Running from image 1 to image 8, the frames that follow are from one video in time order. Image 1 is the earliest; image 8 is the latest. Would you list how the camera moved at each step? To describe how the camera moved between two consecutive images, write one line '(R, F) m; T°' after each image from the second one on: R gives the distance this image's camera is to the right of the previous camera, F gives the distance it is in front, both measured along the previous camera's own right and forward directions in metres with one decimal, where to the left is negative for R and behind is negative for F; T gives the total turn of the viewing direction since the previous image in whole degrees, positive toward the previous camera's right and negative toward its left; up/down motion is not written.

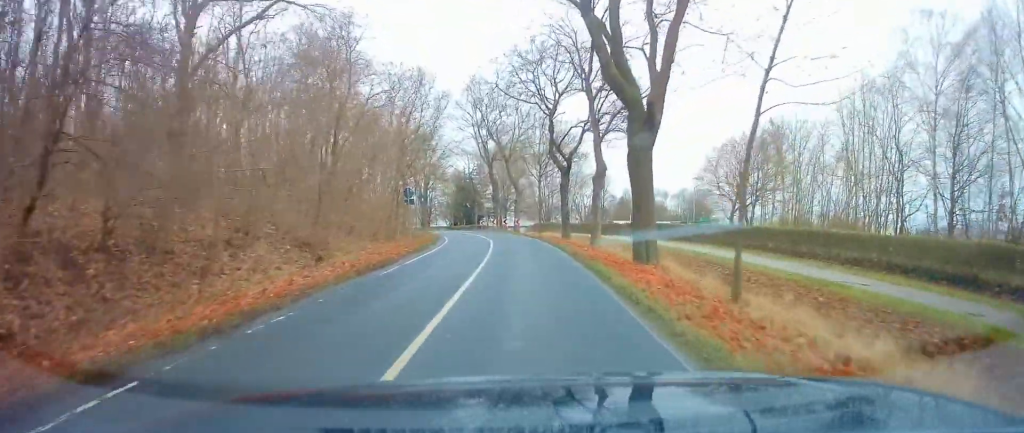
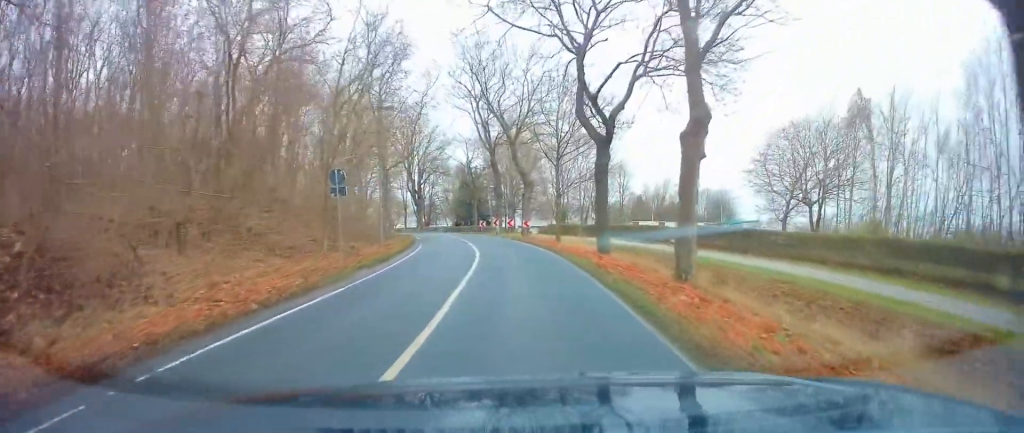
(+0.3, +13.3) m; 0°
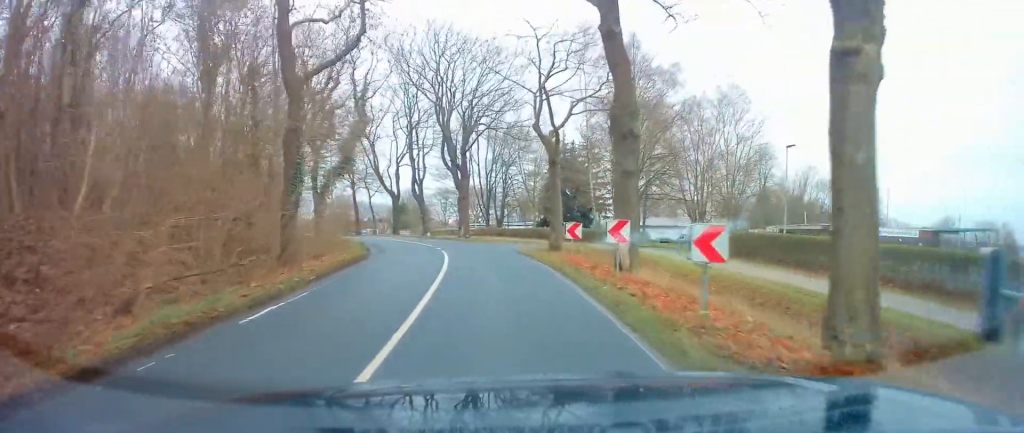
(-3.3, +33.9) m; -11°
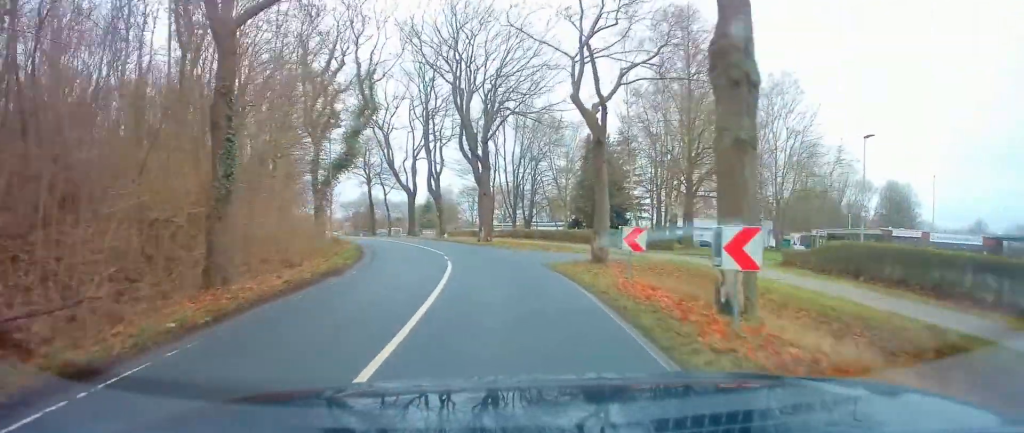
(+0.1, +6.0) m; -2°
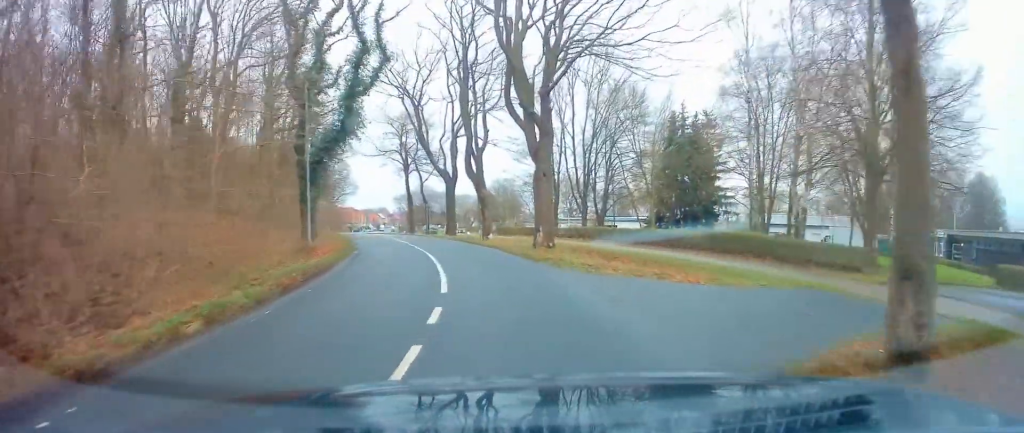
(-0.5, +12.6) m; -6°
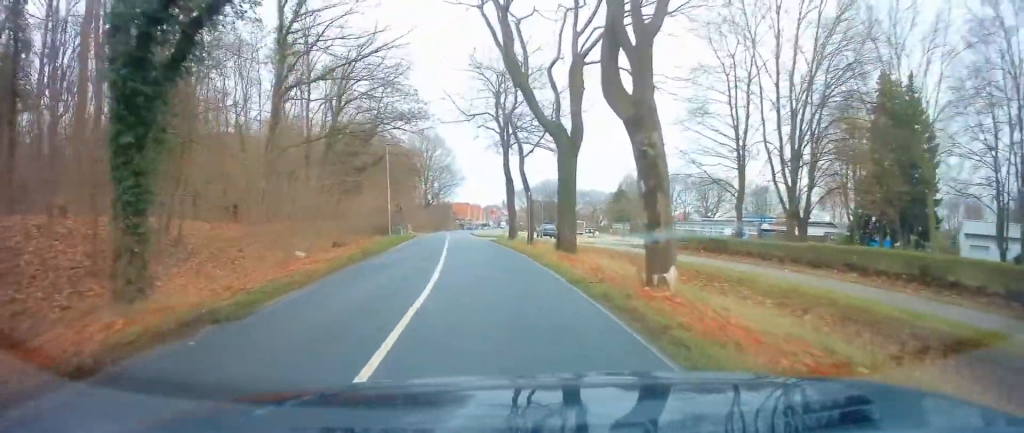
(-2.5, +20.2) m; -12°
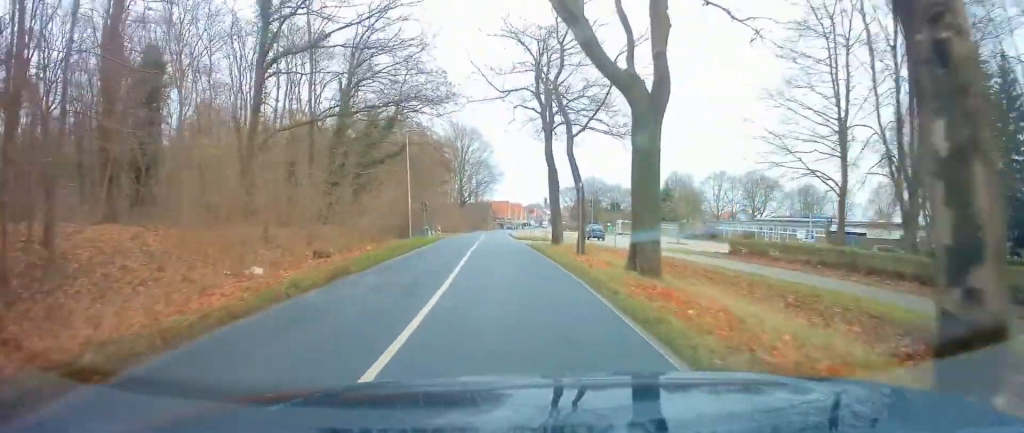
(-0.3, +7.5) m; -3°
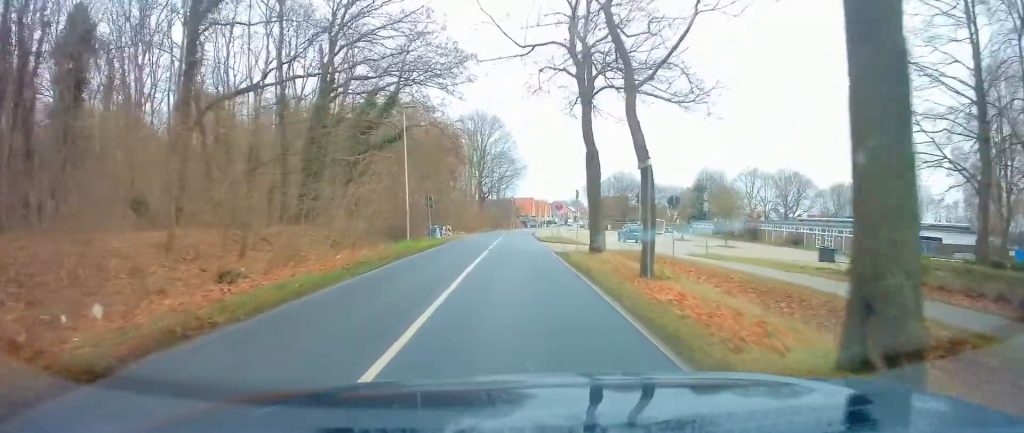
(-0.2, +8.1) m; -1°
